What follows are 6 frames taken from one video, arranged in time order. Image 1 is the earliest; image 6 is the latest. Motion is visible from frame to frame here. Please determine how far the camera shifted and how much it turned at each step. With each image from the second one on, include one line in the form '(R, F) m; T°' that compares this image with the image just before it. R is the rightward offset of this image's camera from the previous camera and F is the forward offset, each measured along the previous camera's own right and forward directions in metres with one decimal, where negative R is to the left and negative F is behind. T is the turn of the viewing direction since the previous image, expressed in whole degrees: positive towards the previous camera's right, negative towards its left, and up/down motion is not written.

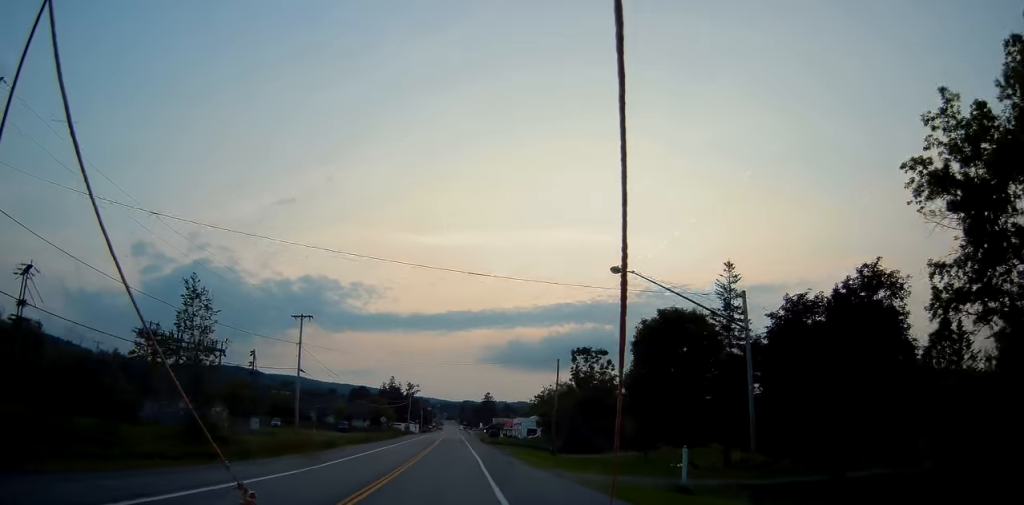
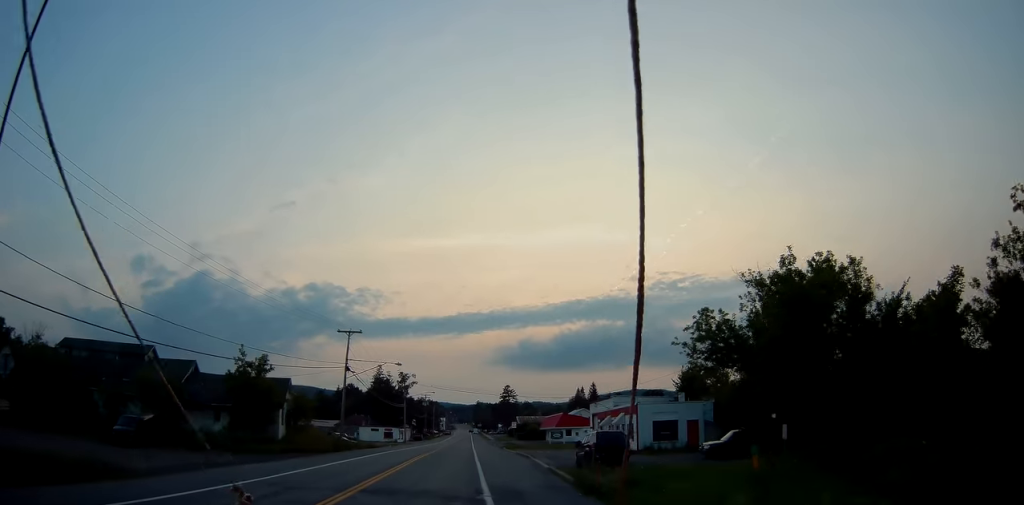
(-3.1, +78.2) m; -3°
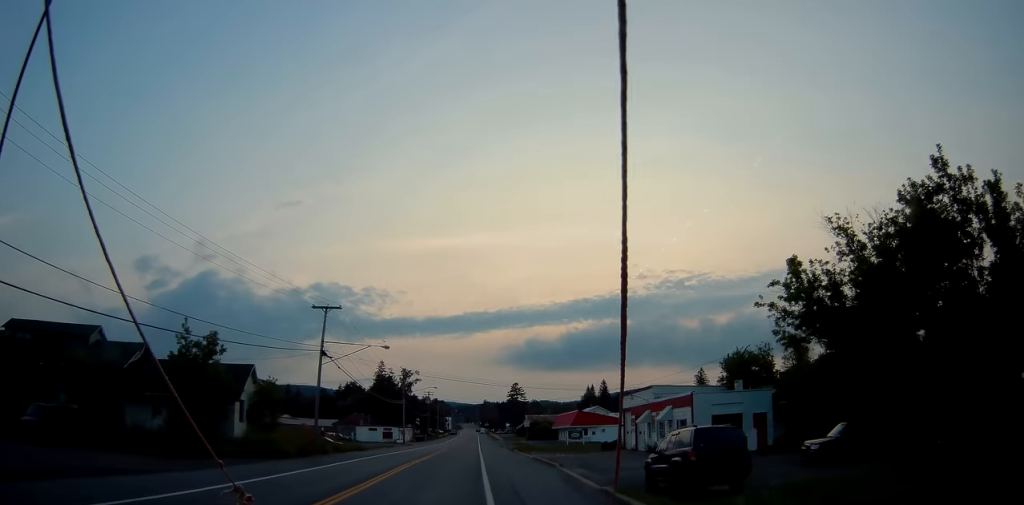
(+0.1, +10.6) m; 0°
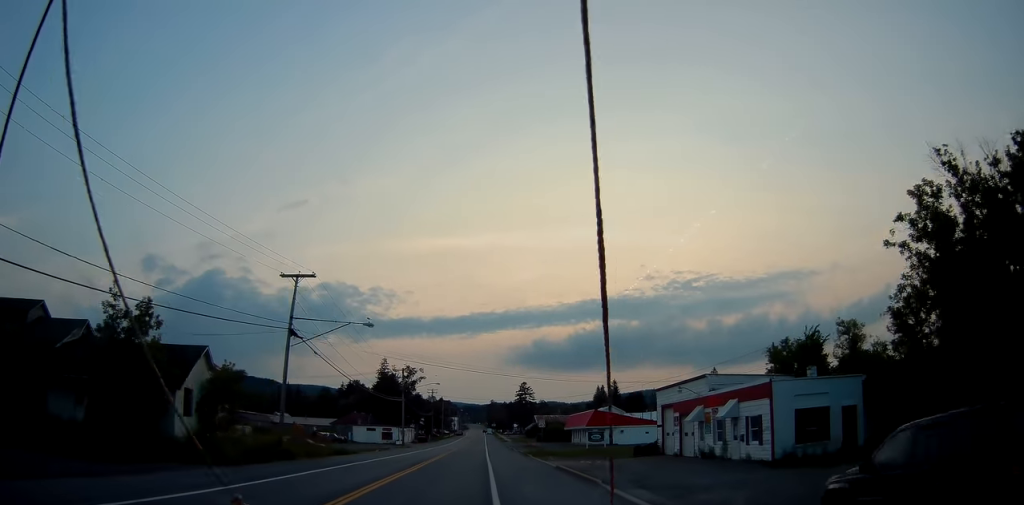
(+0.2, +9.2) m; 0°
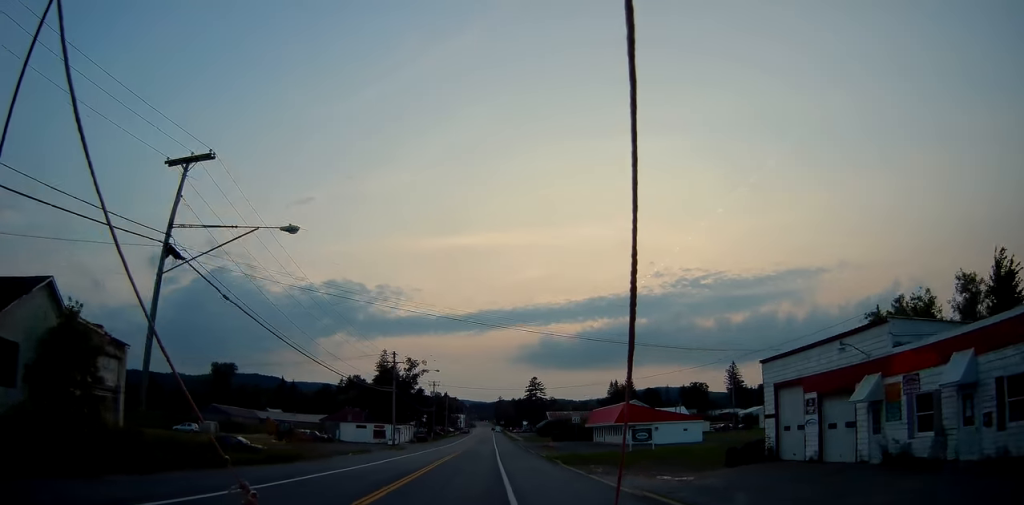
(-0.2, +16.1) m; -1°
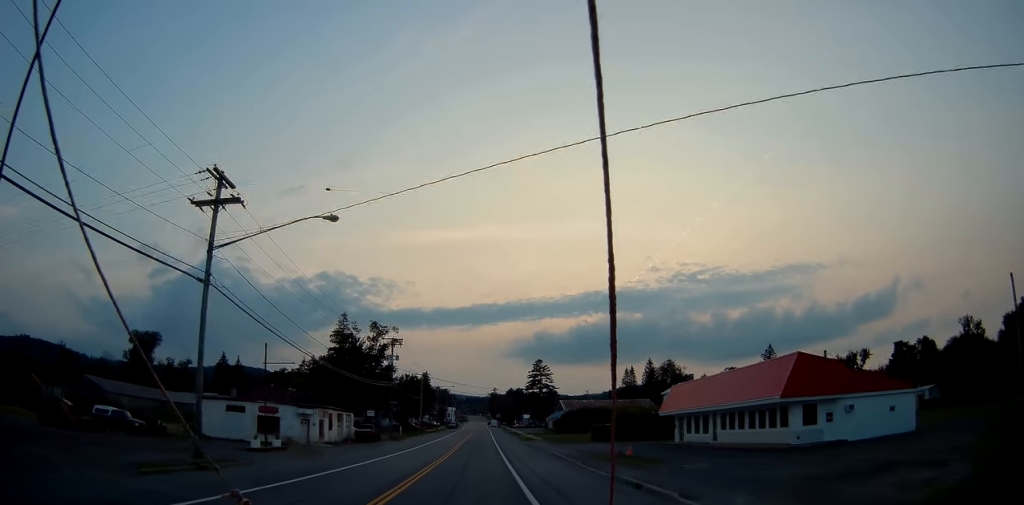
(-0.6, +49.0) m; 0°
